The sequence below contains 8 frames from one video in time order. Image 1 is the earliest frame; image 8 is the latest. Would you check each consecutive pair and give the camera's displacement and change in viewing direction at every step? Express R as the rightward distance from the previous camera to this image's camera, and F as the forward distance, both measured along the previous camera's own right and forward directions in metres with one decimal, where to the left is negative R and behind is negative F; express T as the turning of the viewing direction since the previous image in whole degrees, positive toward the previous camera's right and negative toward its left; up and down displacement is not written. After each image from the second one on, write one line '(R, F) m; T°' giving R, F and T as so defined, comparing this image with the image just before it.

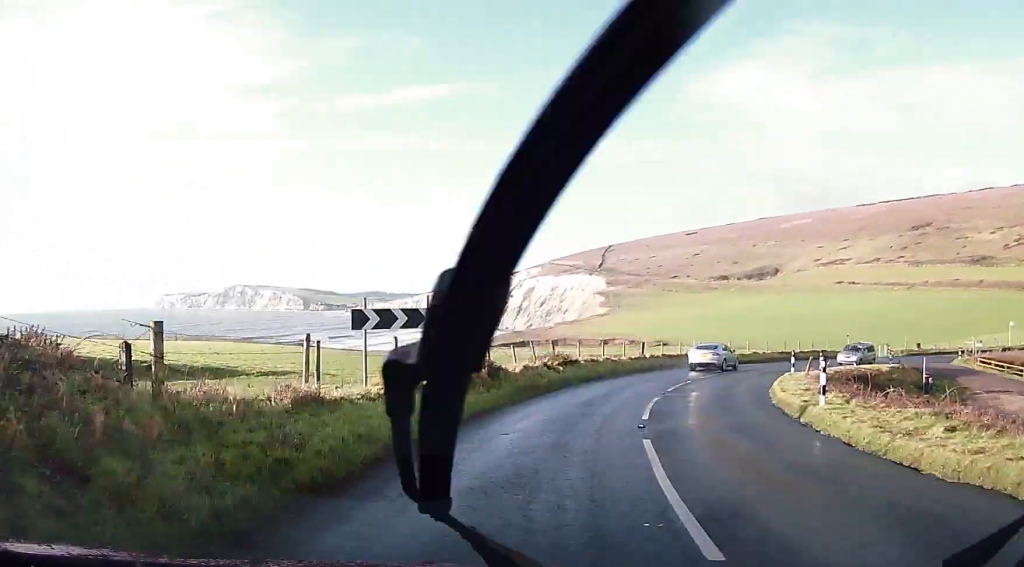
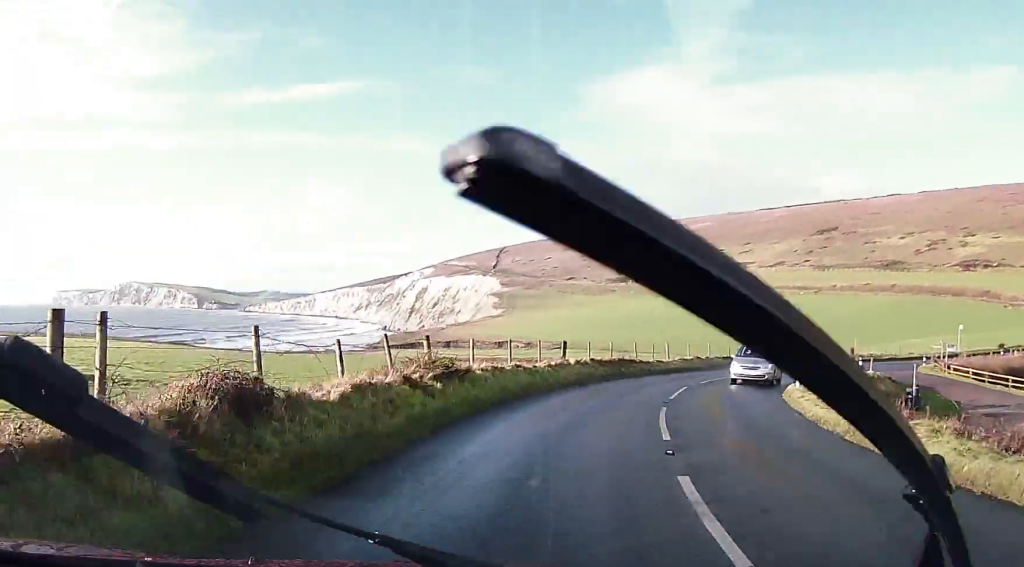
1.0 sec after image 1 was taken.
(+1.0, +12.4) m; +7°
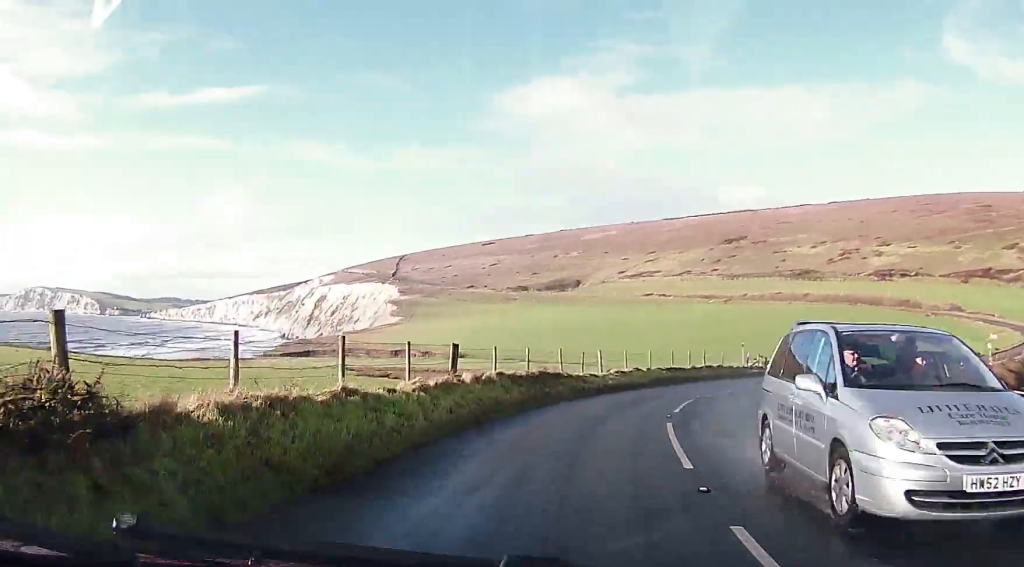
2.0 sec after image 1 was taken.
(+0.4, +10.9) m; +5°
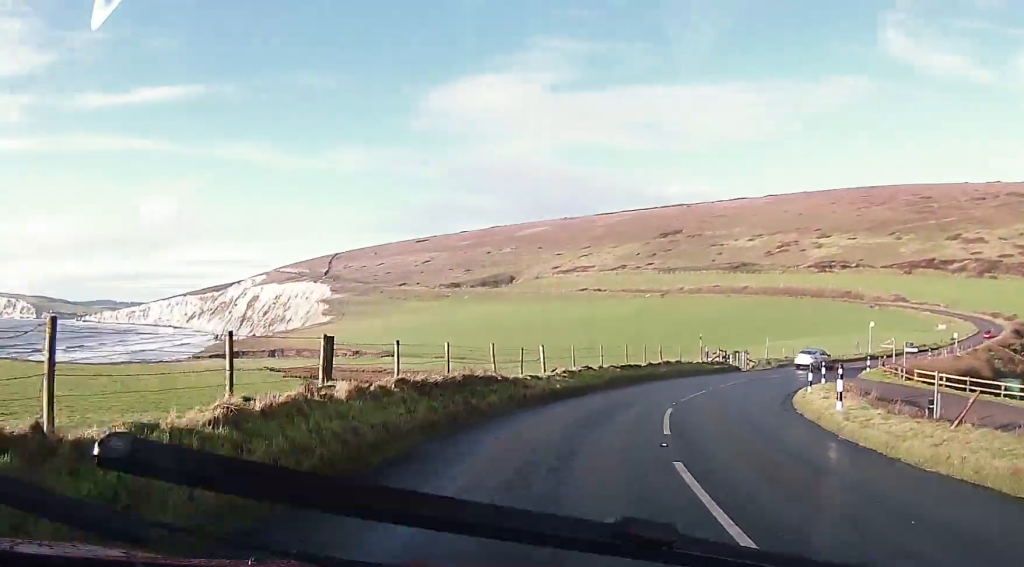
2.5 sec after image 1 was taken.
(+0.3, +5.8) m; +5°
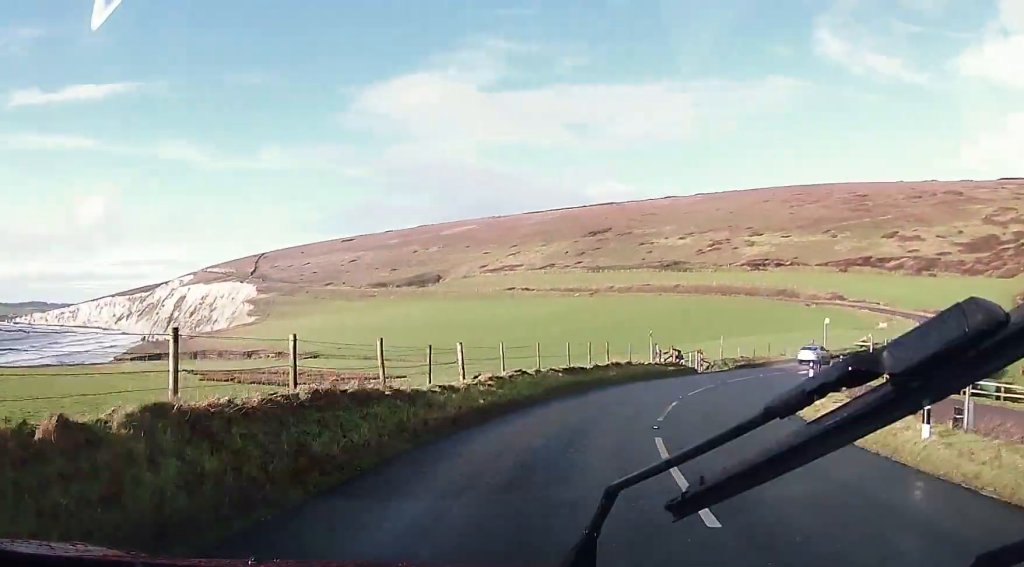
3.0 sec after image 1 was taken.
(0.0, +6.2) m; +5°
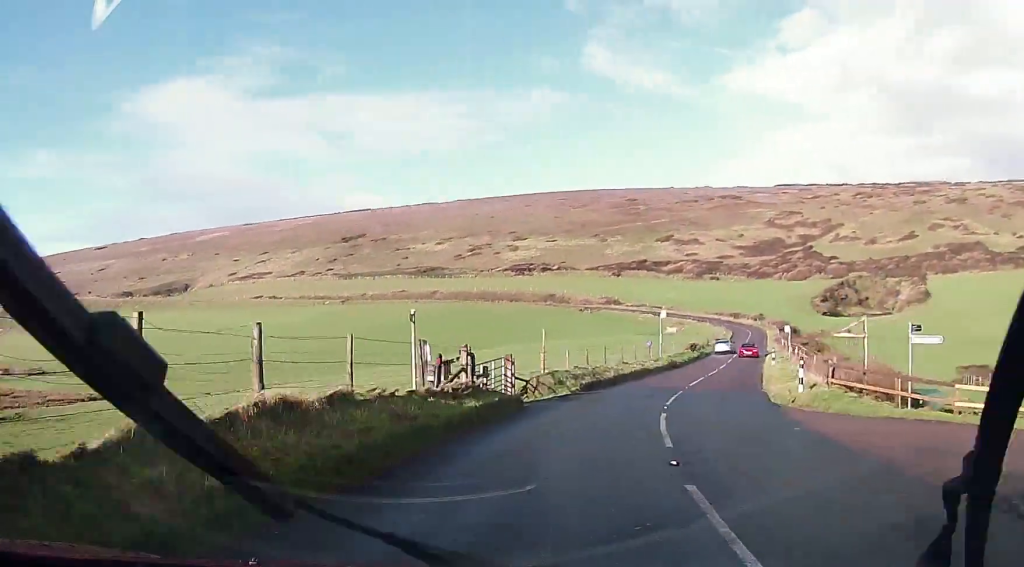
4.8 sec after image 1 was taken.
(+3.6, +21.0) m; +21°
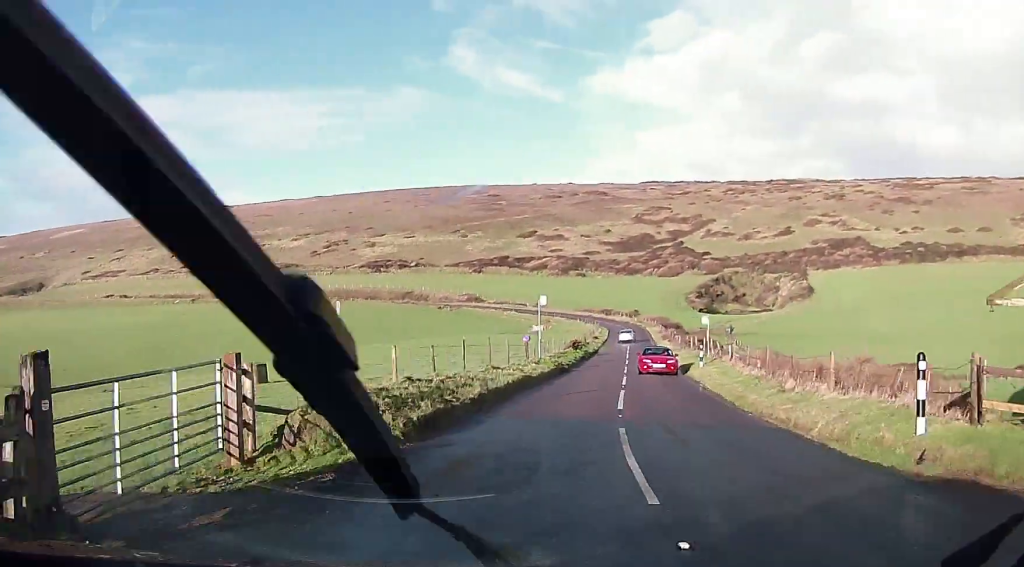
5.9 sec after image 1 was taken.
(+1.5, +12.3) m; +12°
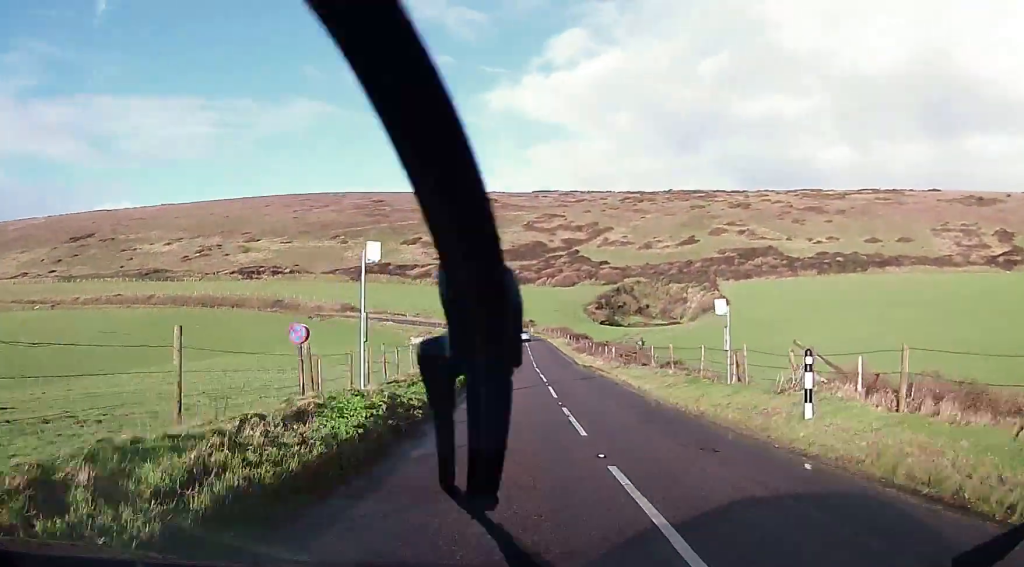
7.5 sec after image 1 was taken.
(+2.4, +20.5) m; +11°
